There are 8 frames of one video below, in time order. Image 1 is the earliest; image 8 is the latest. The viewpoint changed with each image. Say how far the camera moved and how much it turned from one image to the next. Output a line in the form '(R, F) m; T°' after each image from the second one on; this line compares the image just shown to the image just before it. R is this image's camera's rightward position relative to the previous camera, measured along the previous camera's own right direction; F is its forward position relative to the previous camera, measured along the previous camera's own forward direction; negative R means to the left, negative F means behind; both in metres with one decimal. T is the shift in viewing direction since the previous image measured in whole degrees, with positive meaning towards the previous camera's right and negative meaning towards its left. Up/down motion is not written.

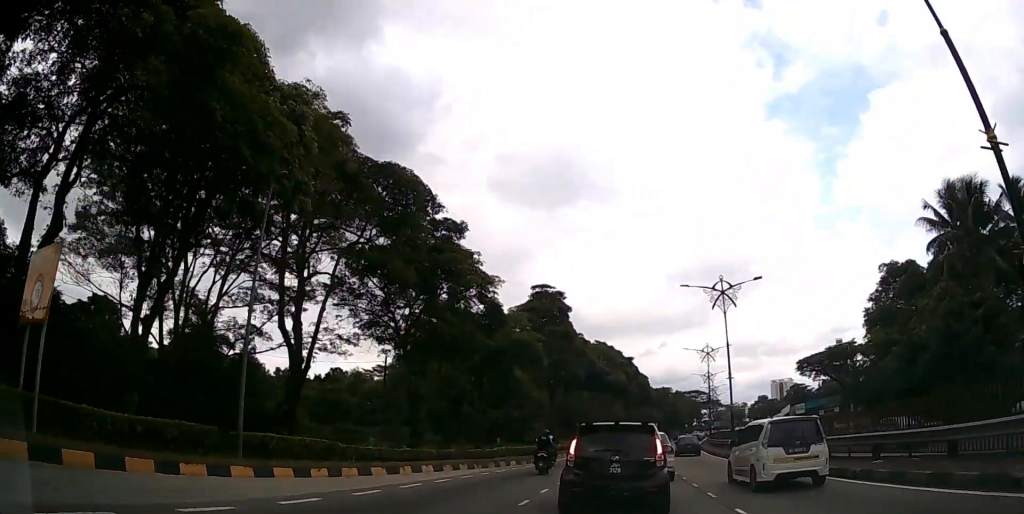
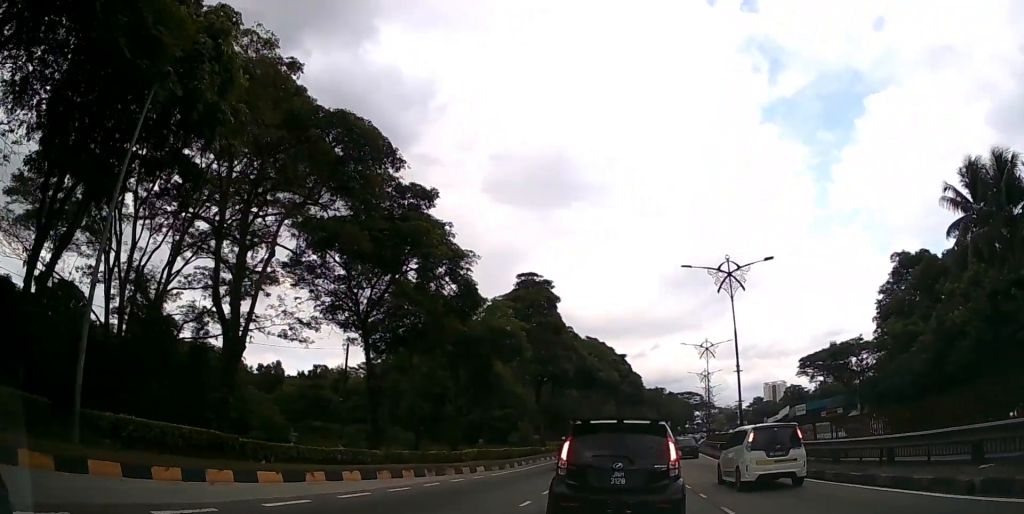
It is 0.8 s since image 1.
(+0.1, +5.9) m; +2°
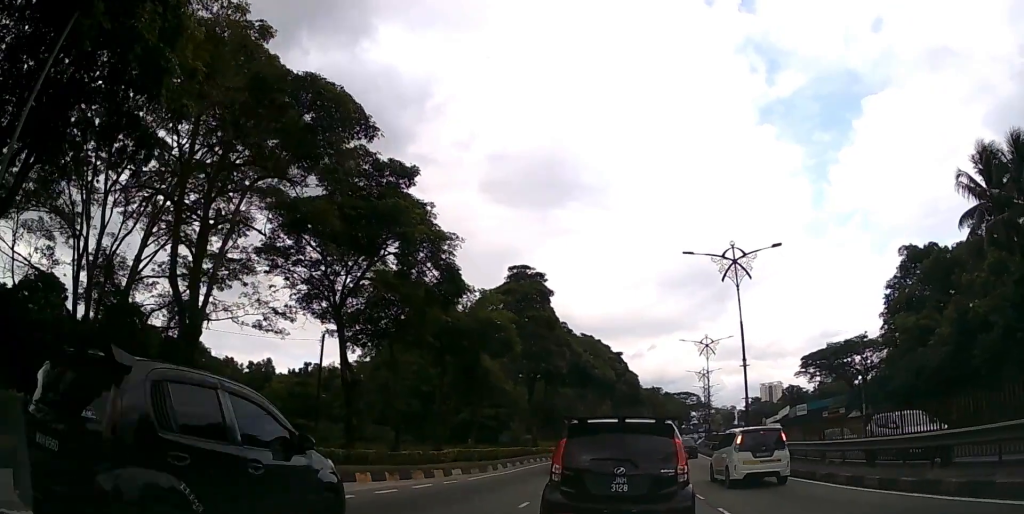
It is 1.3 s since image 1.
(+0.1, +3.4) m; +1°
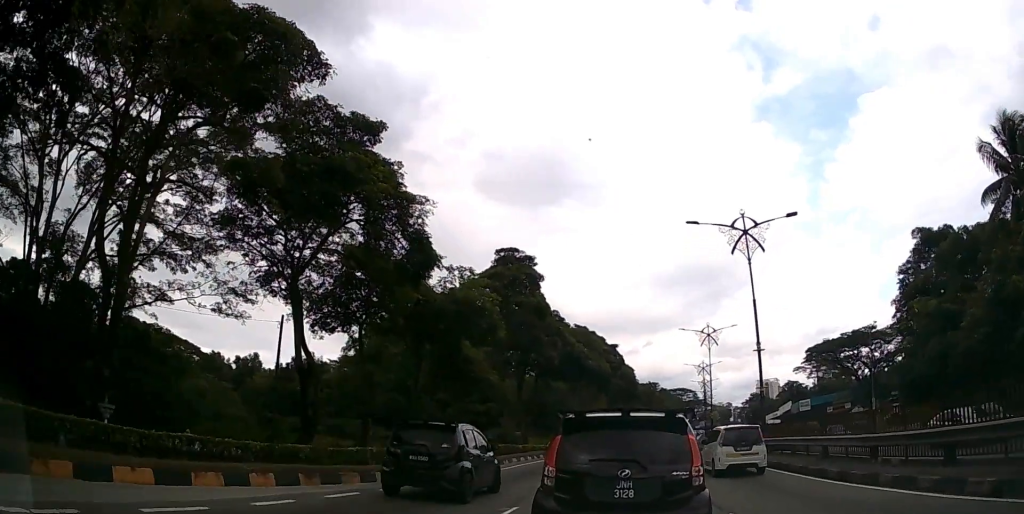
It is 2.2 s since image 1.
(+0.1, +4.3) m; +1°
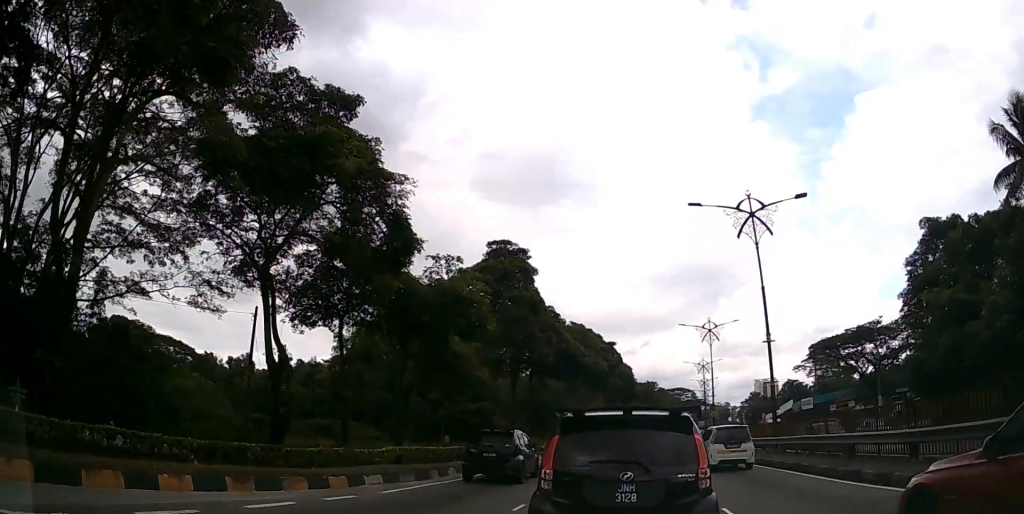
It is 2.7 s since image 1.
(0.0, +2.4) m; -1°
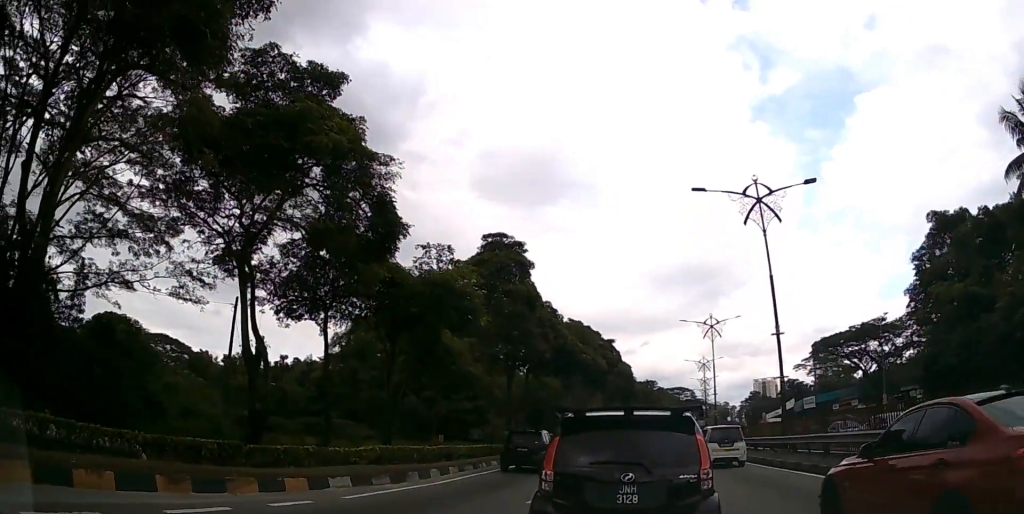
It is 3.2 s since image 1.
(0.0, +1.8) m; -1°
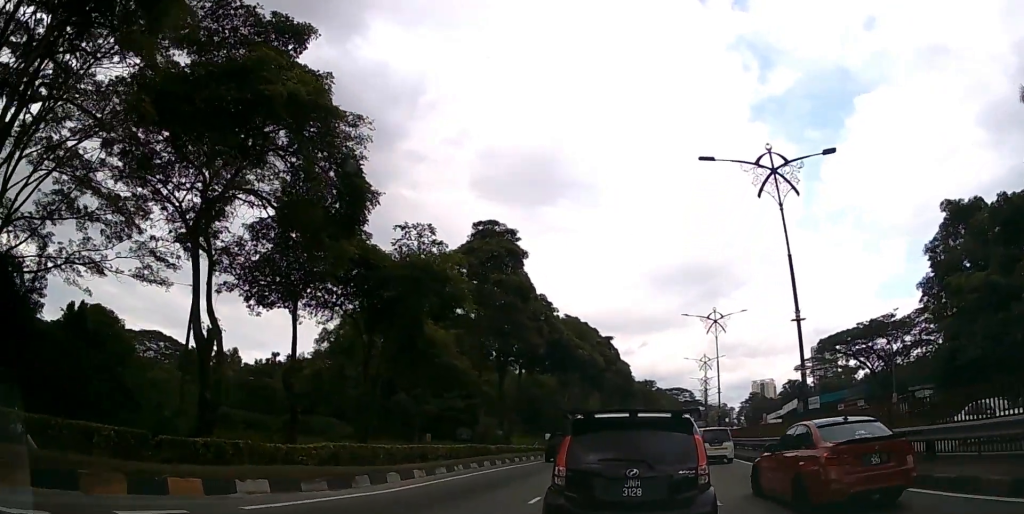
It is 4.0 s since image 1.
(-0.1, +3.0) m; -1°
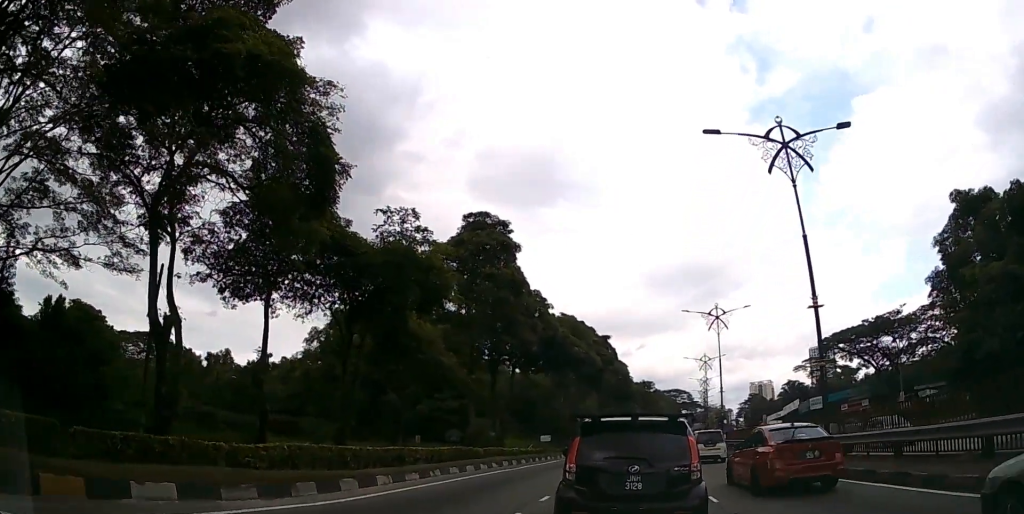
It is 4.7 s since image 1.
(0.0, +2.3) m; 0°
